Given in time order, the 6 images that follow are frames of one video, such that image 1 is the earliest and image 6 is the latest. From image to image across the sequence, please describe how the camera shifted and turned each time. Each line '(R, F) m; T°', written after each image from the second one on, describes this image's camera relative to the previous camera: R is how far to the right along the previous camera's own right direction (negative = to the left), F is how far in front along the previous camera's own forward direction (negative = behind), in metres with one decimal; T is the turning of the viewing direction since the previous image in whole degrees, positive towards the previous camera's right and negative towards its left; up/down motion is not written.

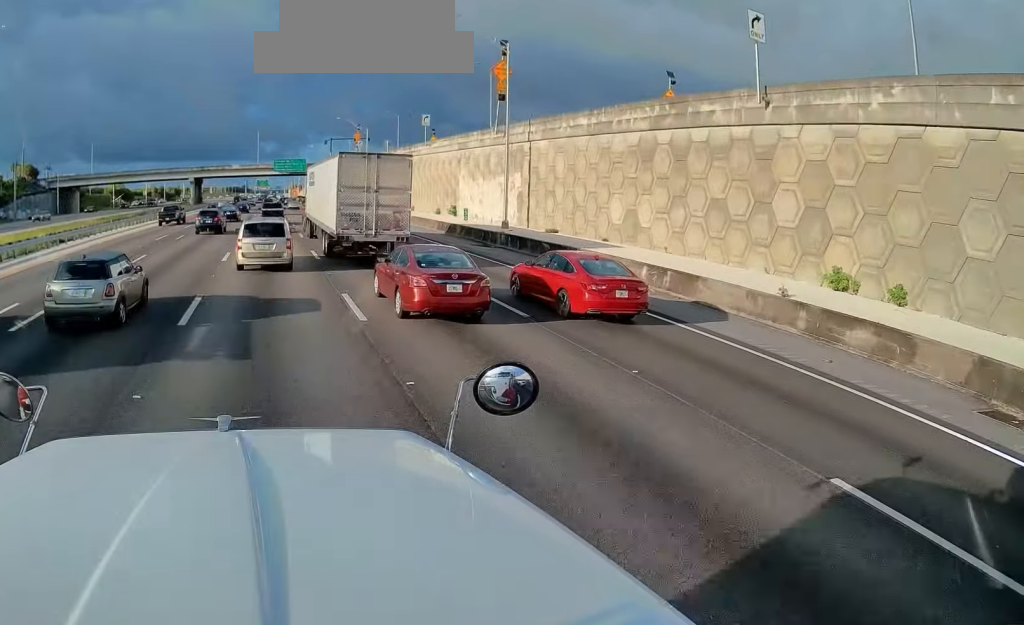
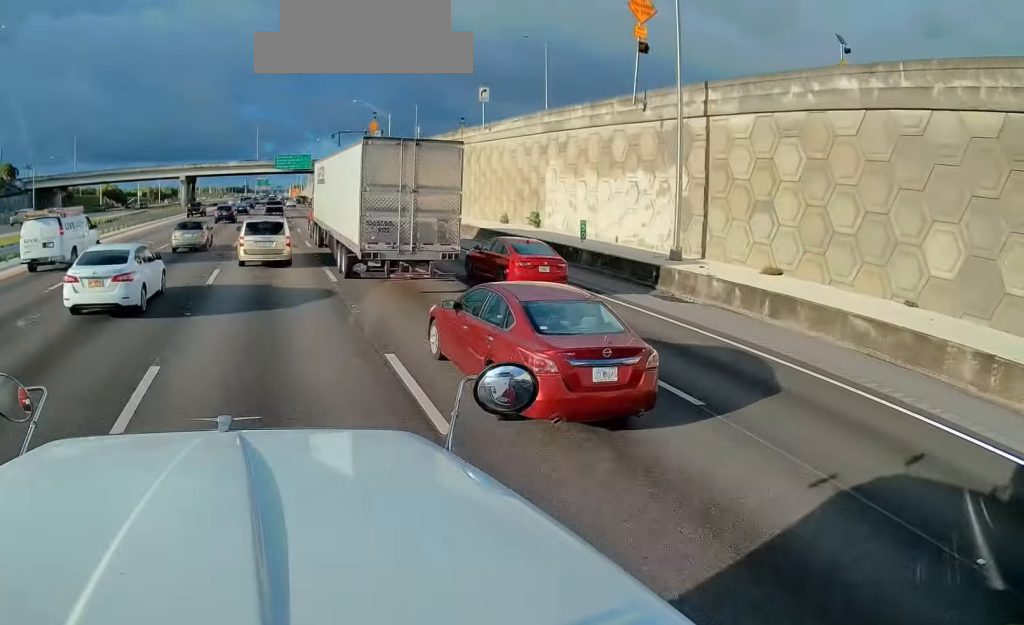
(-0.5, +18.4) m; -3°
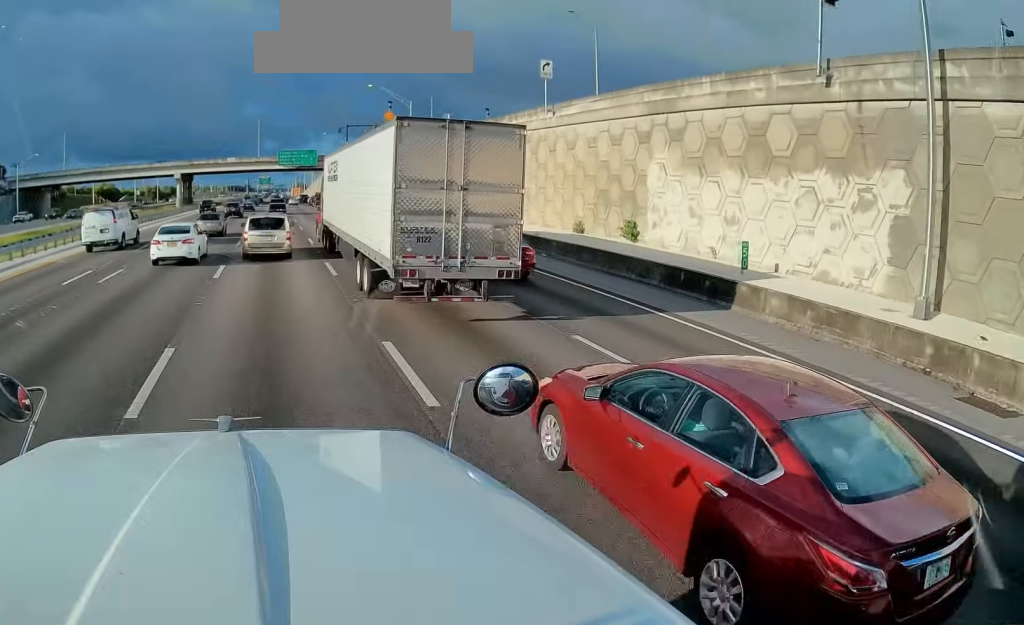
(-0.1, +10.7) m; -2°
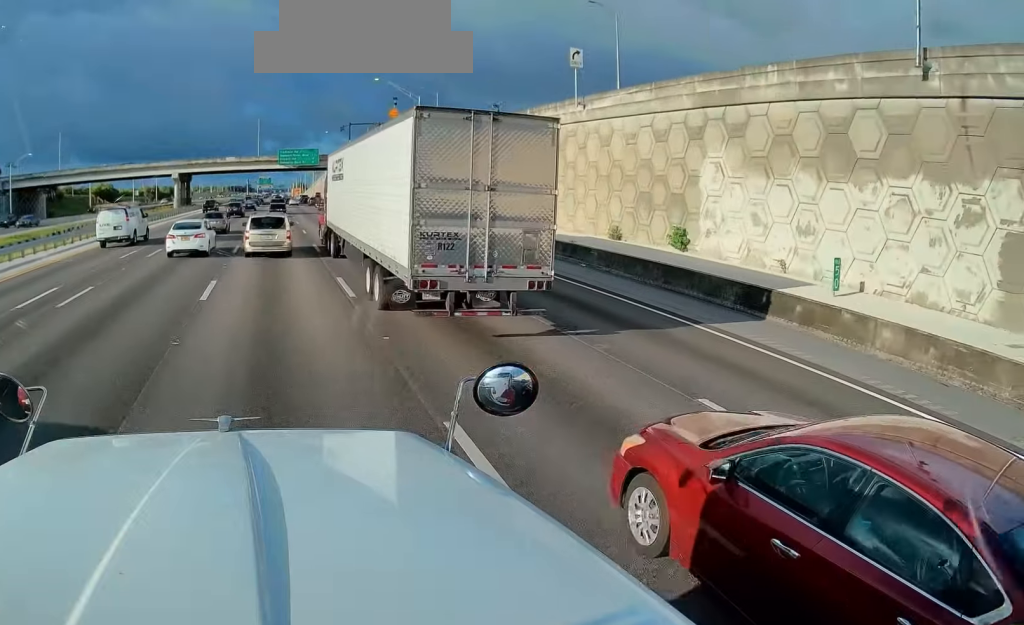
(-0.1, +3.8) m; 0°
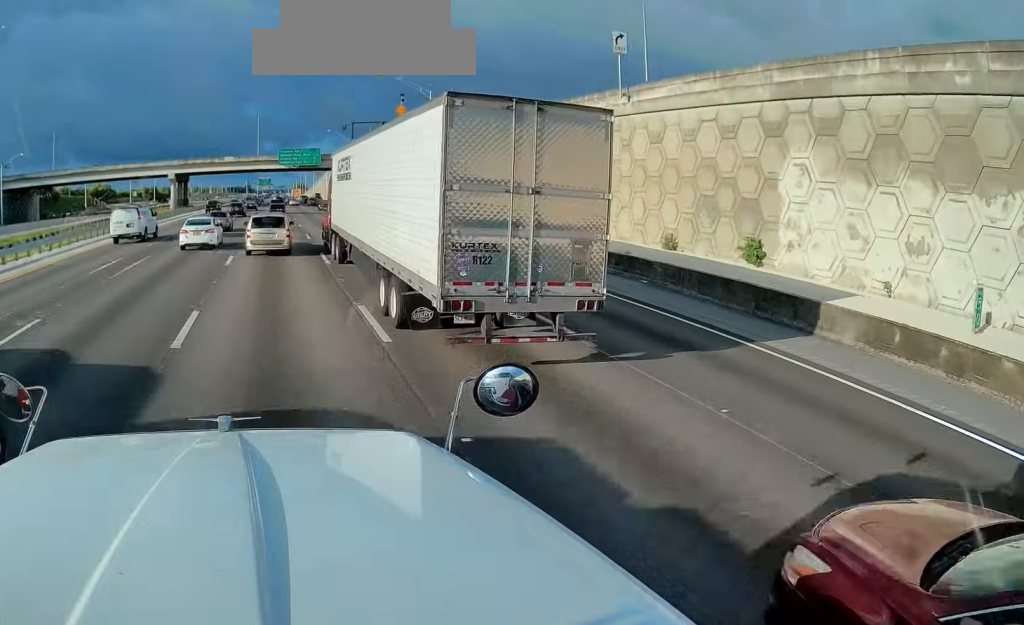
(-0.1, +4.8) m; 0°
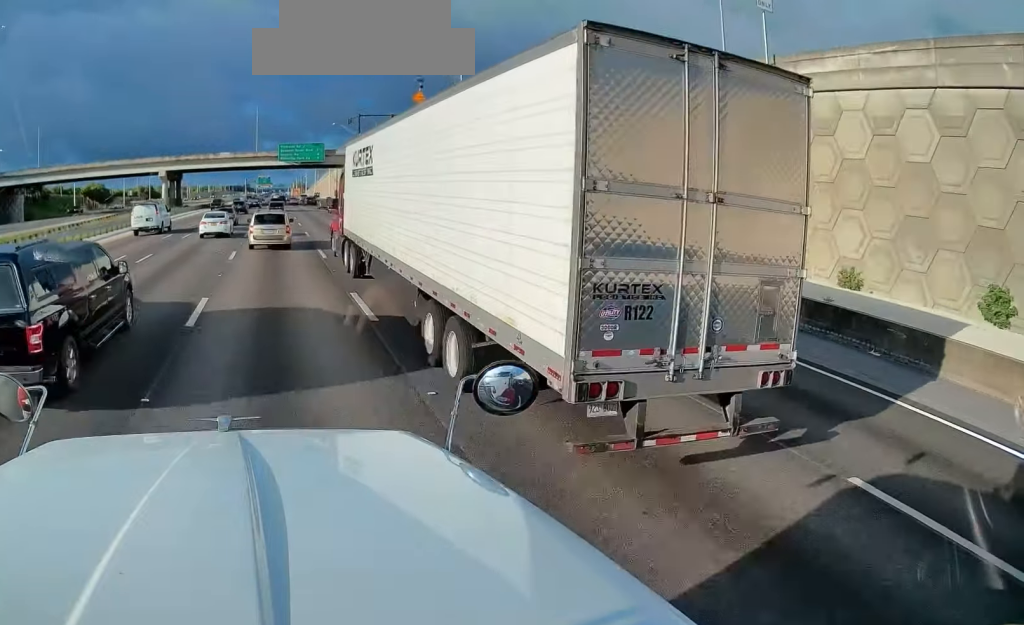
(+0.2, +9.2) m; +2°
